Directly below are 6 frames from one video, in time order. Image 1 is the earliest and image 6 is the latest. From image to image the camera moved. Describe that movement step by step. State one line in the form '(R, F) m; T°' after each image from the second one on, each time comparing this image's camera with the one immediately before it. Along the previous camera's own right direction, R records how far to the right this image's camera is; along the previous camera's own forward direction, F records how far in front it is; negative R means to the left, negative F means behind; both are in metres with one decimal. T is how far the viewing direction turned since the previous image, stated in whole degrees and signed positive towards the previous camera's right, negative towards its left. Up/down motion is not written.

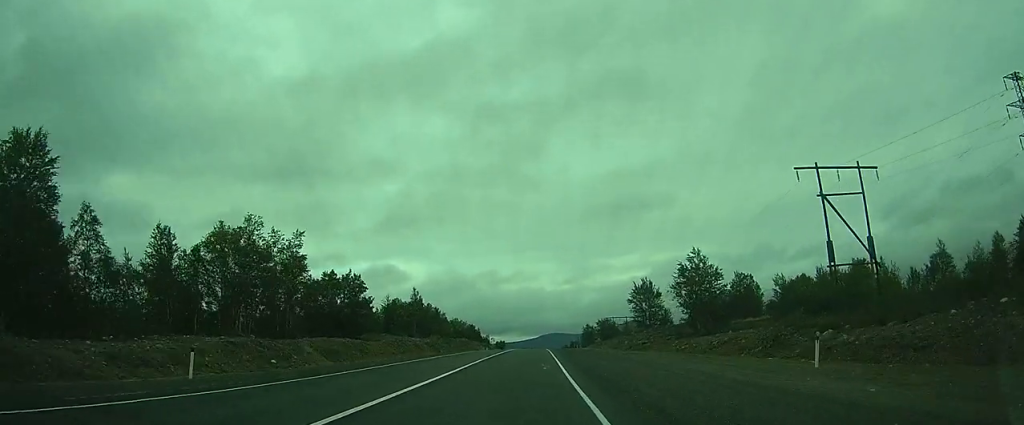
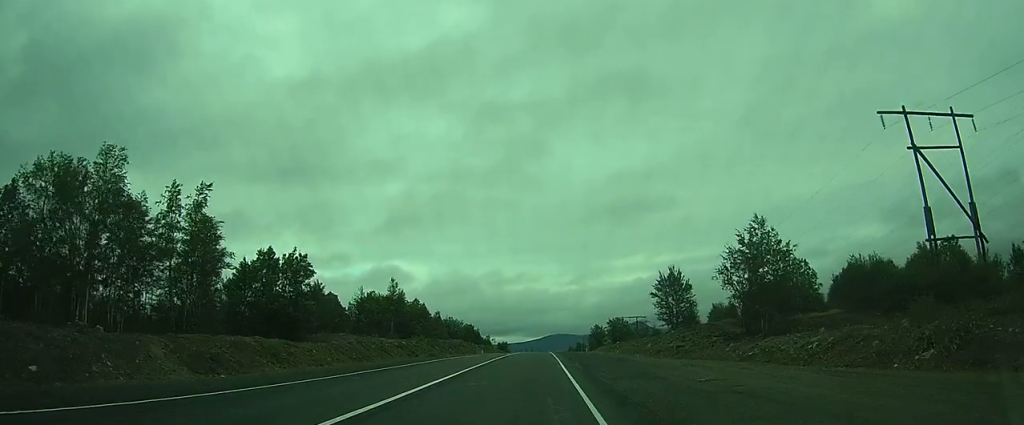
(+0.1, +15.2) m; -1°
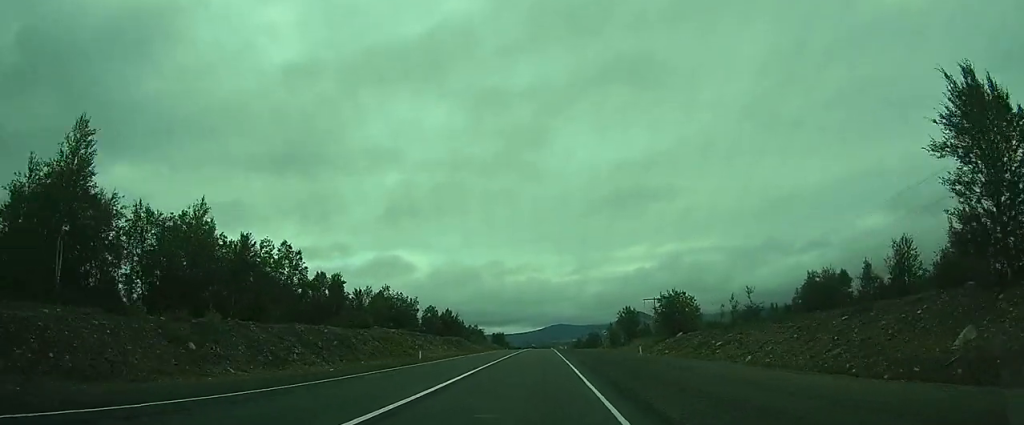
(-0.4, +52.3) m; 0°
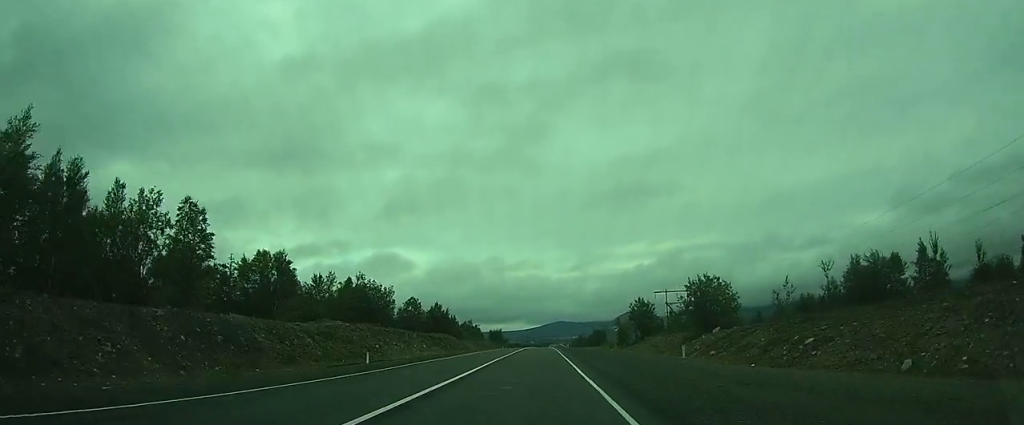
(0.0, +14.0) m; +1°
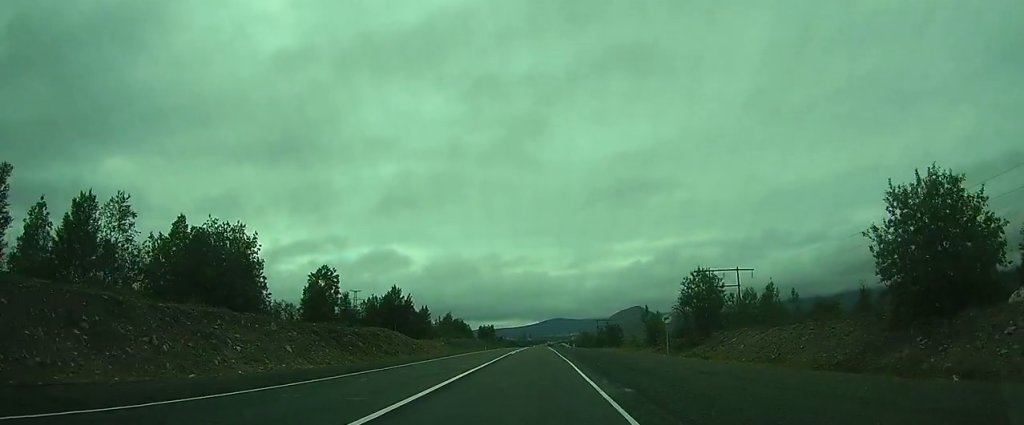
(+0.4, +33.9) m; +1°
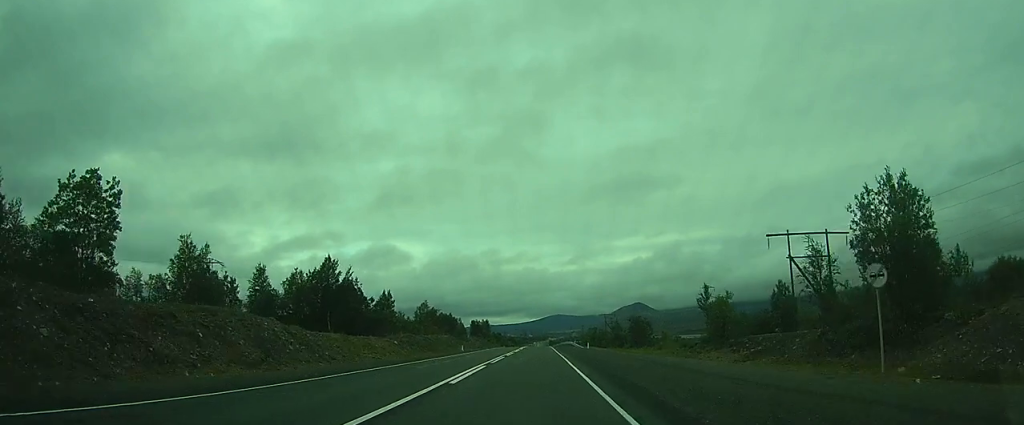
(0.0, +28.7) m; 0°
